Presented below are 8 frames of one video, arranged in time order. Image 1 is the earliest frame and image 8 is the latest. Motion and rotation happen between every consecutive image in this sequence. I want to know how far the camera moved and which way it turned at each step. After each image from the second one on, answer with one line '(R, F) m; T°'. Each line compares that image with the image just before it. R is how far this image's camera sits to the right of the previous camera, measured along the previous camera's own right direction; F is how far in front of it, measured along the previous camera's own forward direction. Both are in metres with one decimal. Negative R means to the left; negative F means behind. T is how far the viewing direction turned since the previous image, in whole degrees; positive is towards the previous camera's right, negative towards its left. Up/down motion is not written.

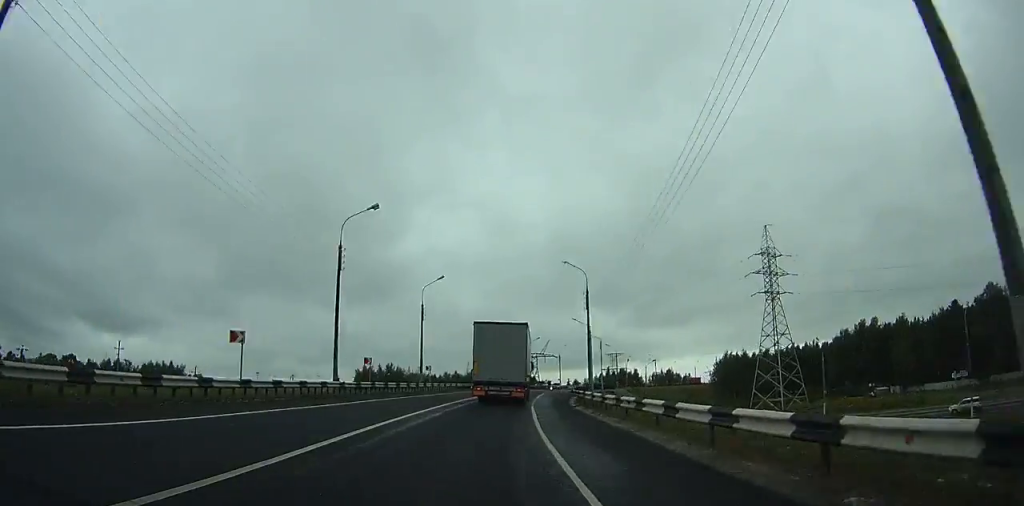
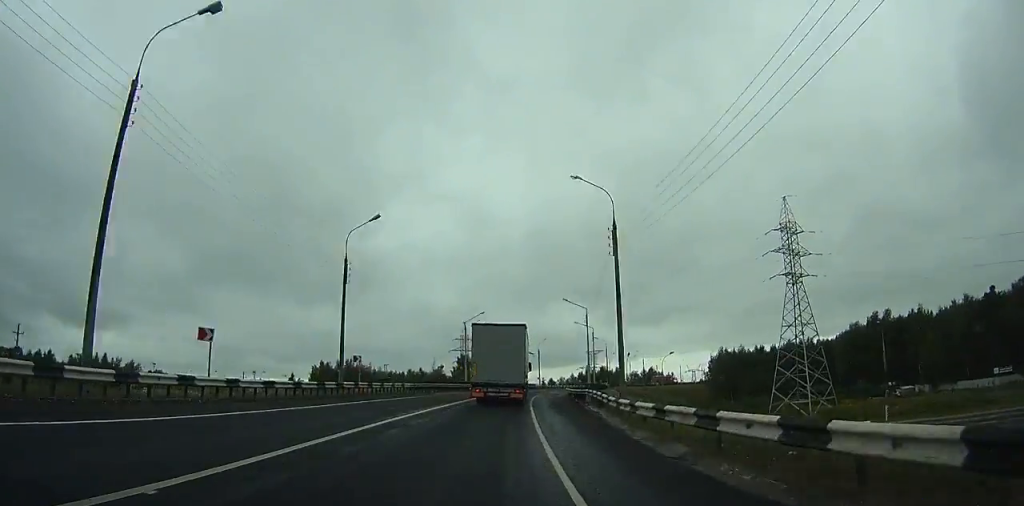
(+1.1, +21.3) m; +3°
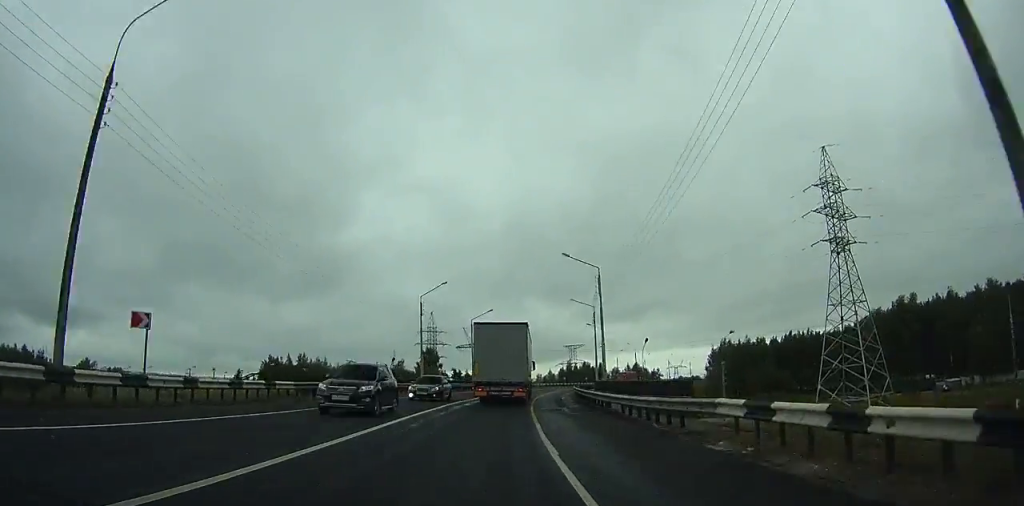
(+0.7, +23.6) m; +3°
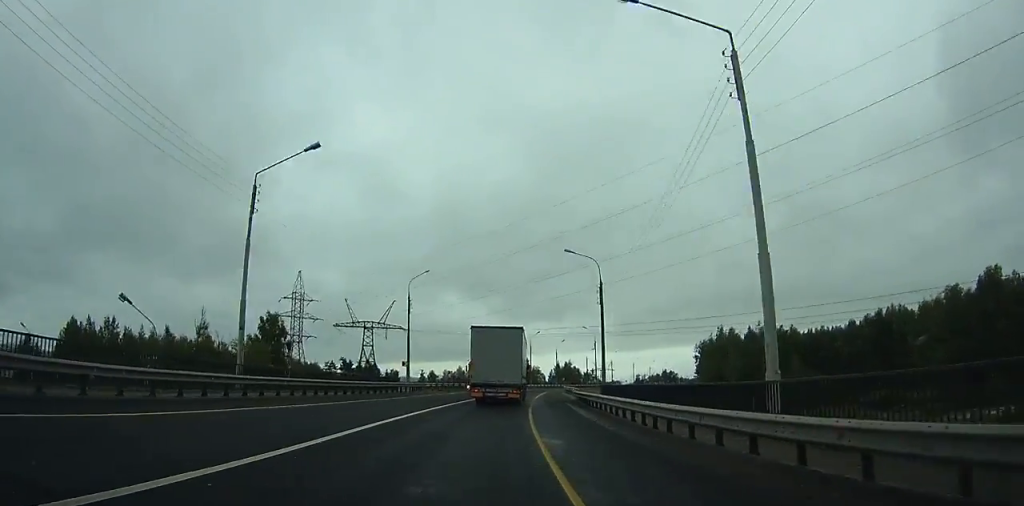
(+3.0, +57.3) m; +6°
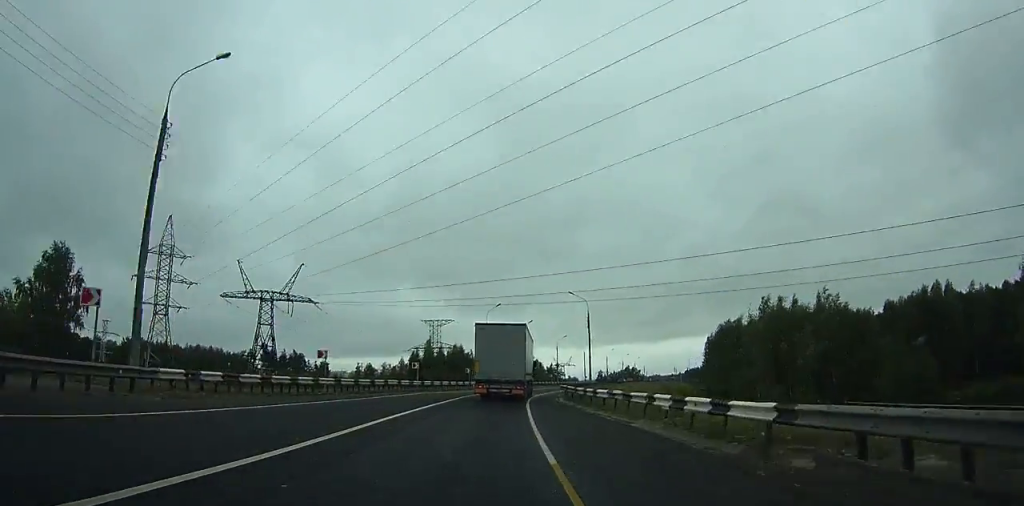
(+1.7, +38.5) m; +6°
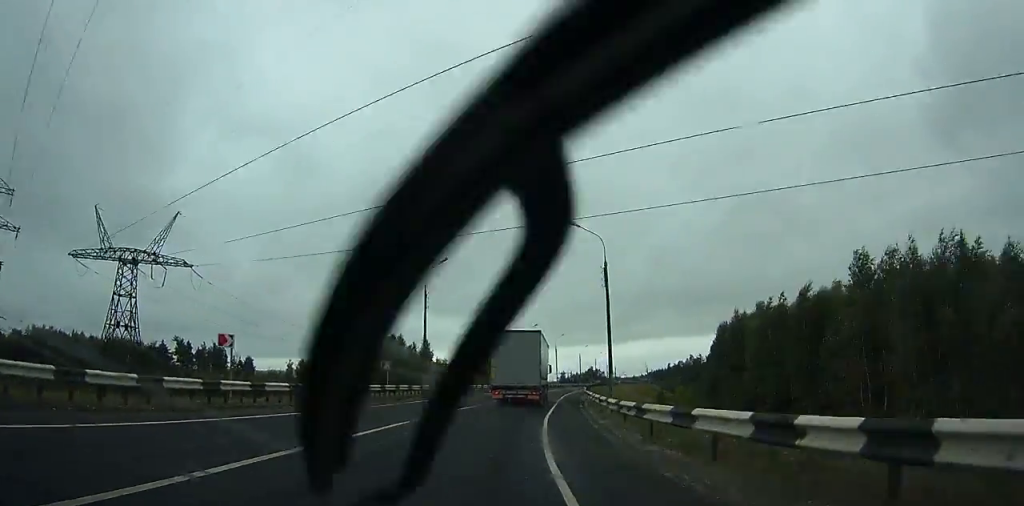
(+1.4, +31.6) m; +5°
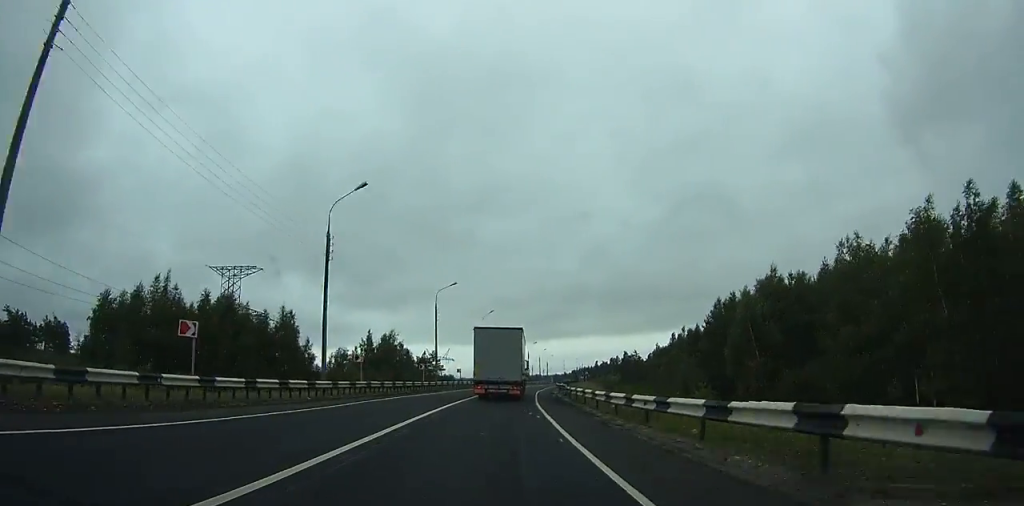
(+1.9, +40.9) m; +7°
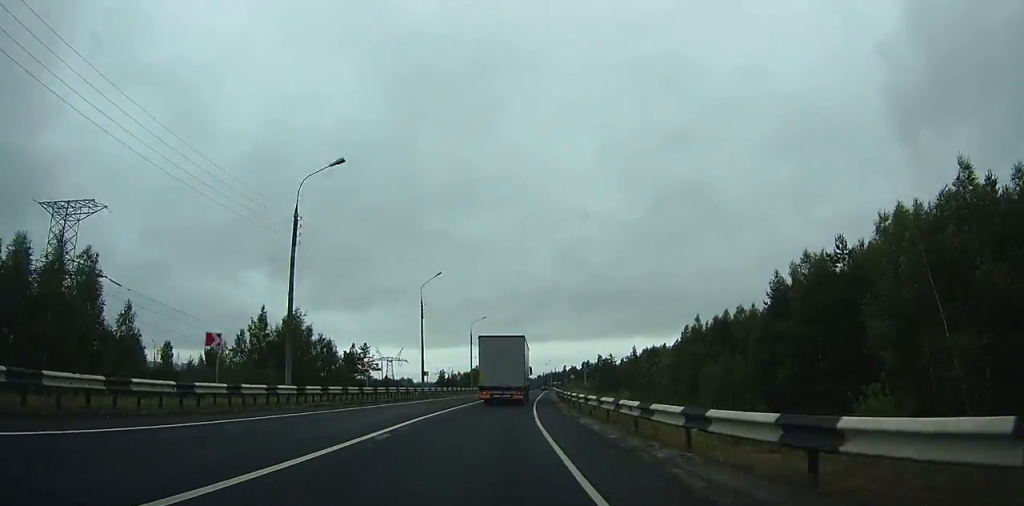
(+2.3, +37.0) m; +6°
